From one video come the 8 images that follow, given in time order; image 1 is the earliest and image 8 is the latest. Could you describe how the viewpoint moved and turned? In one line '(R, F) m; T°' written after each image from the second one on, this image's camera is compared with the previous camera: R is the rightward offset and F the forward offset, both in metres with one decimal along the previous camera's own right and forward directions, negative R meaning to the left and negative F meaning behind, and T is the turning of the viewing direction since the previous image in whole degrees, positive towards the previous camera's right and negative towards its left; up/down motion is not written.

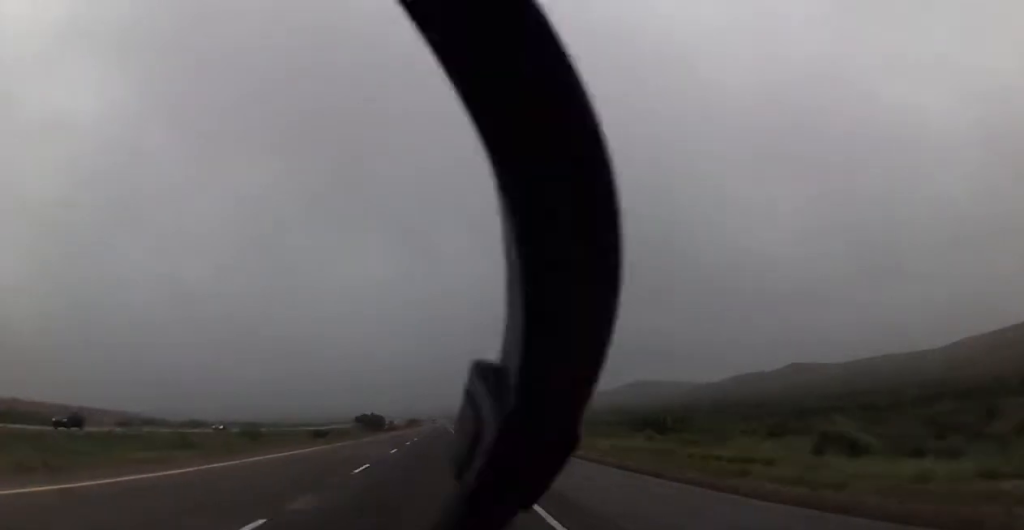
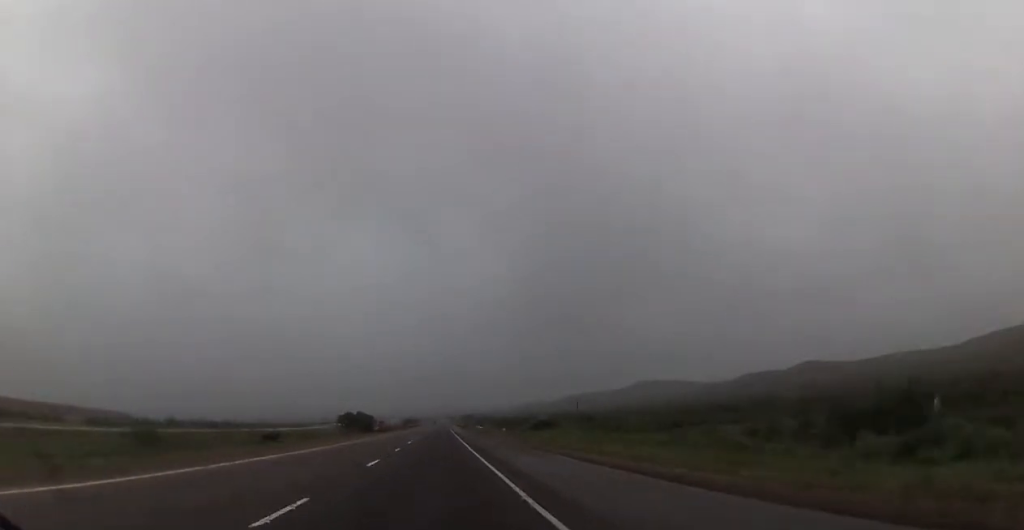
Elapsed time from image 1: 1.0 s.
(-0.5, +34.3) m; 0°
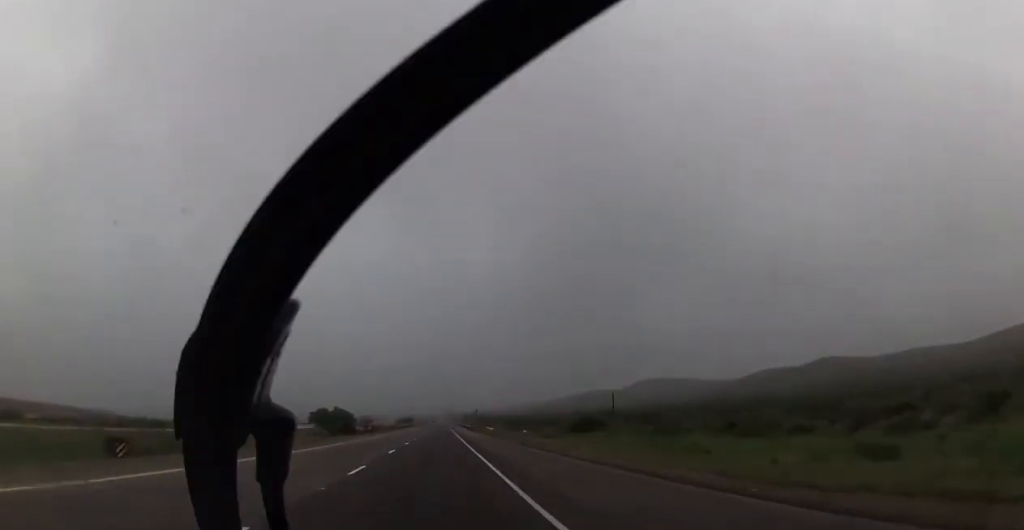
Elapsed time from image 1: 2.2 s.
(+0.5, +40.0) m; 0°
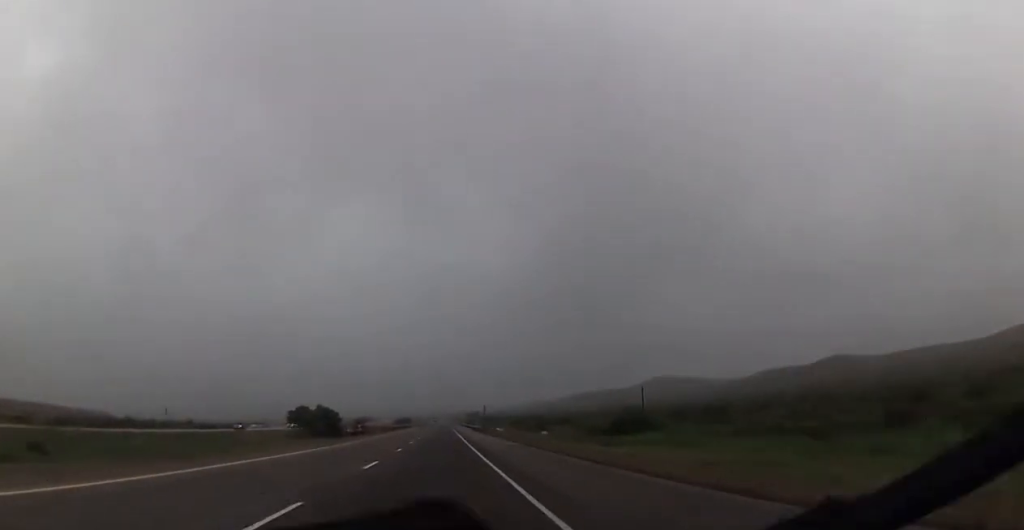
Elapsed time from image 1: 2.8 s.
(-0.3, +21.7) m; 0°
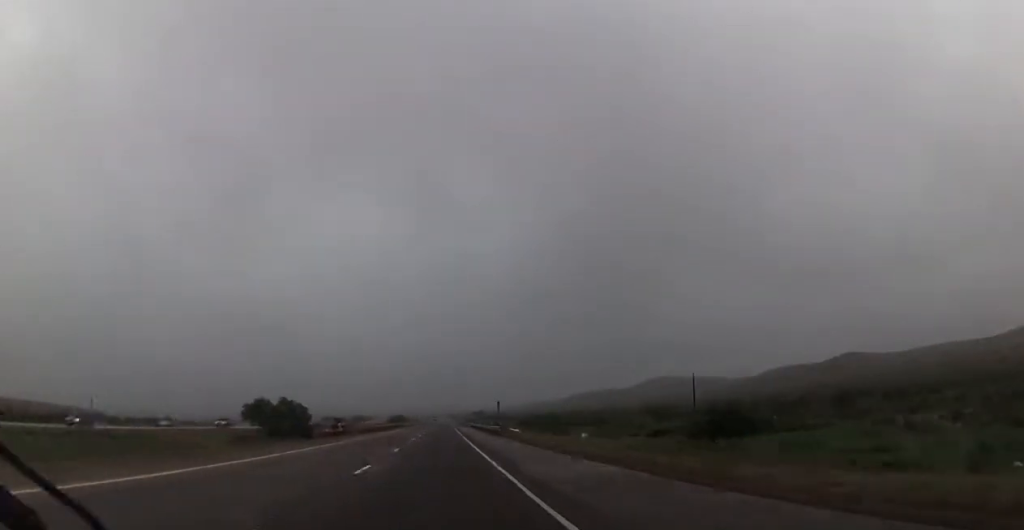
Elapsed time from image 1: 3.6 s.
(0.0, +27.4) m; 0°
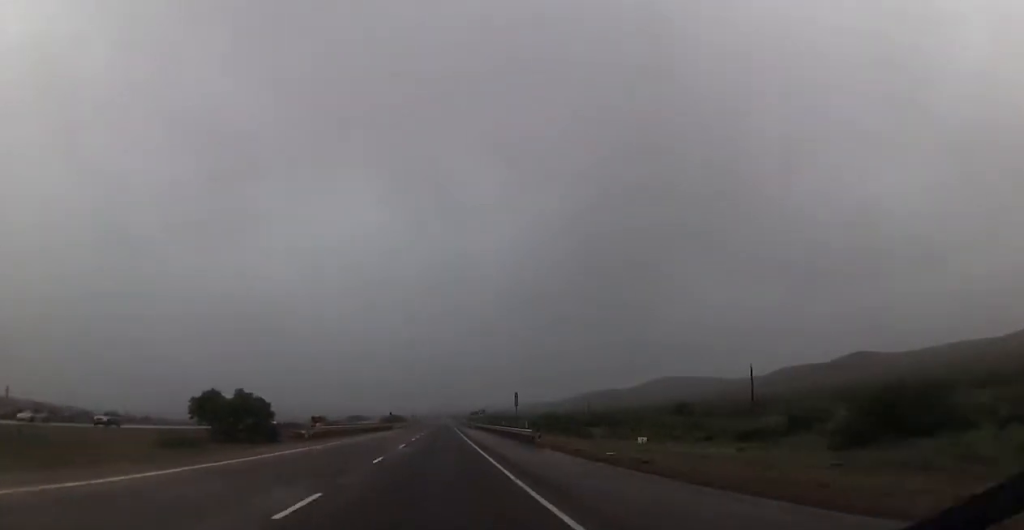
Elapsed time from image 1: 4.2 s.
(+0.1, +20.6) m; 0°
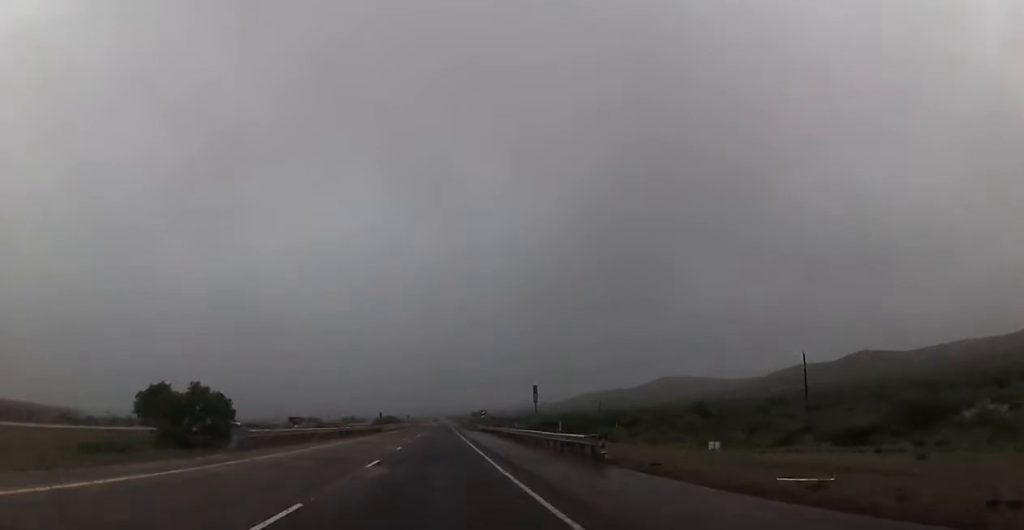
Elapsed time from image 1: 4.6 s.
(0.0, +13.7) m; 0°
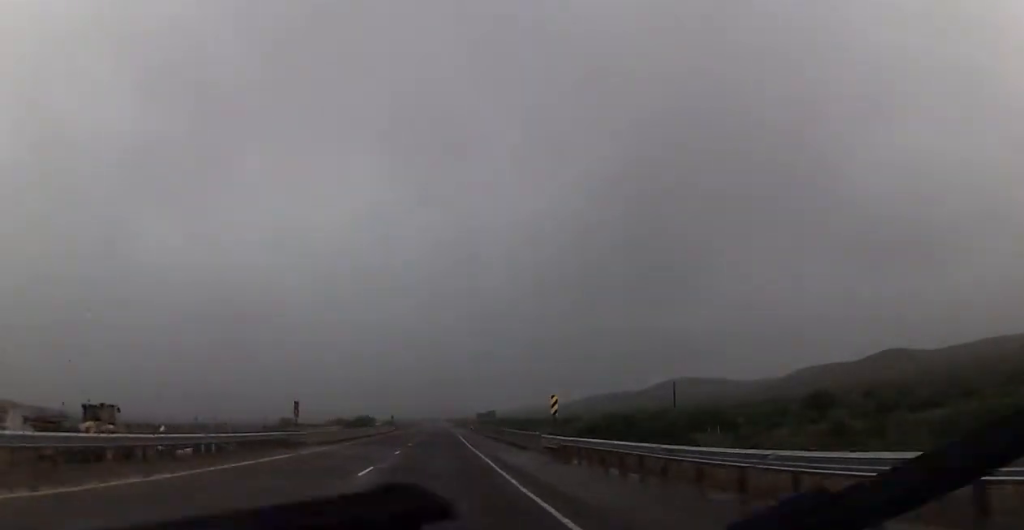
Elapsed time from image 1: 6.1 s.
(-0.3, +51.5) m; 0°
